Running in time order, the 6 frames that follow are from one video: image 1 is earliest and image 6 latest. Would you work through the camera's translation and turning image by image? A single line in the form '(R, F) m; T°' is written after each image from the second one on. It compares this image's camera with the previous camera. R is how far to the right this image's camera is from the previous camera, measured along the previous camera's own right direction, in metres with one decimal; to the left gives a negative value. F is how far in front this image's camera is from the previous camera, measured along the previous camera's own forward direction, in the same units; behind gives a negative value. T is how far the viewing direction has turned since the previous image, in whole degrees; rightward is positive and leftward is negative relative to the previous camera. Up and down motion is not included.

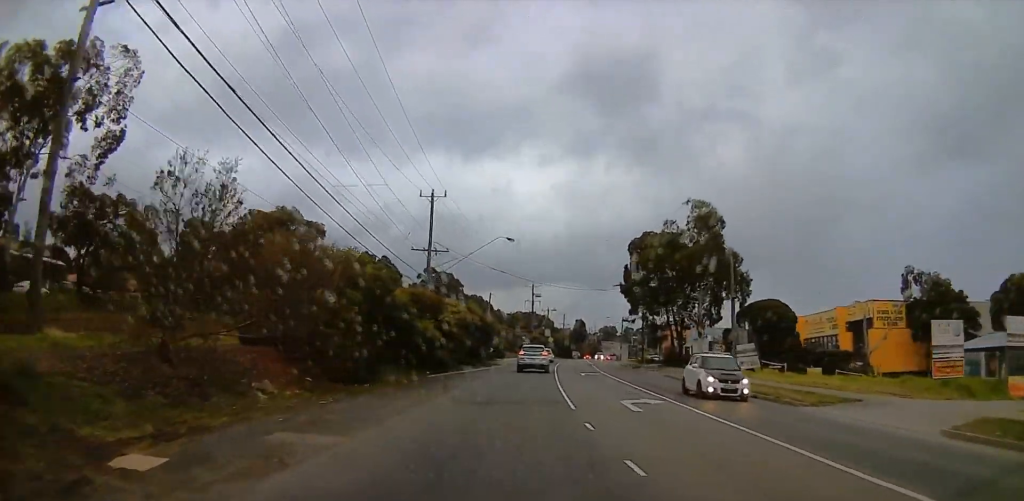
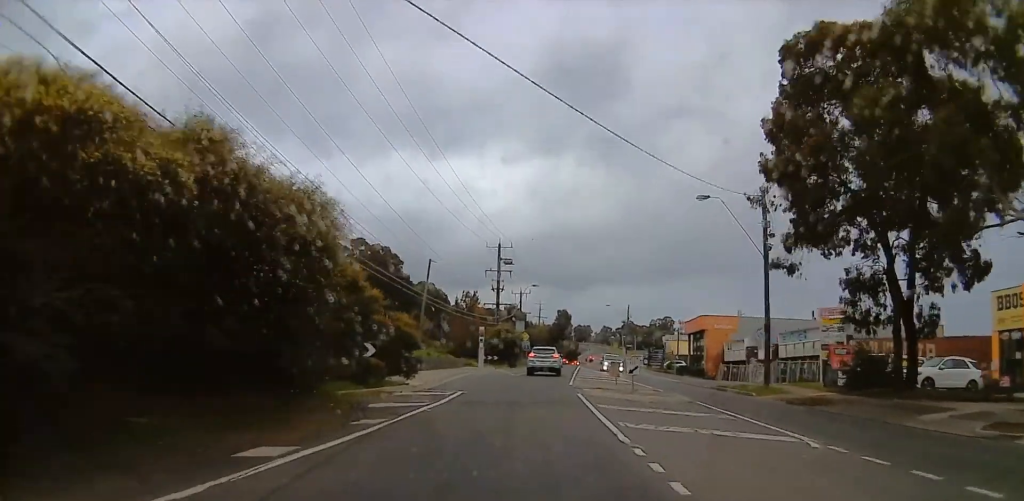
(-0.9, +41.7) m; +2°
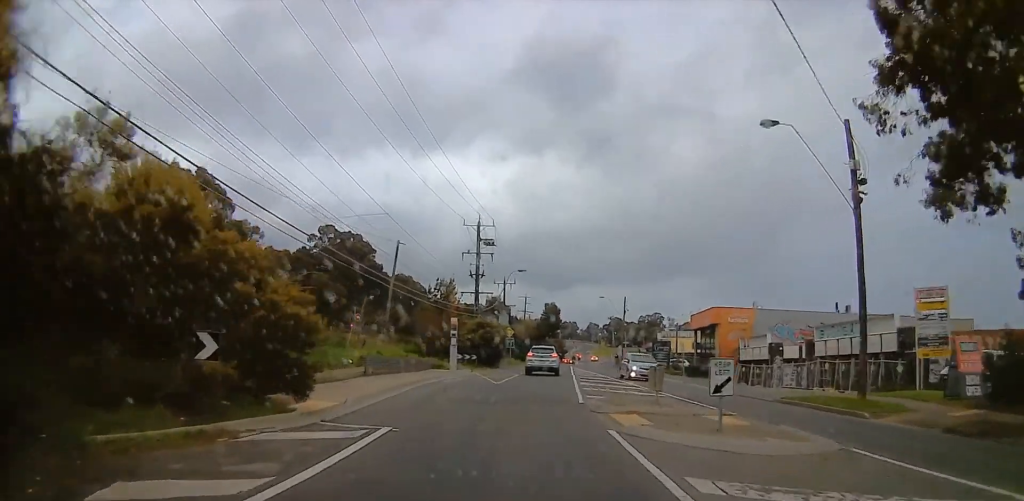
(-0.1, +10.0) m; +2°
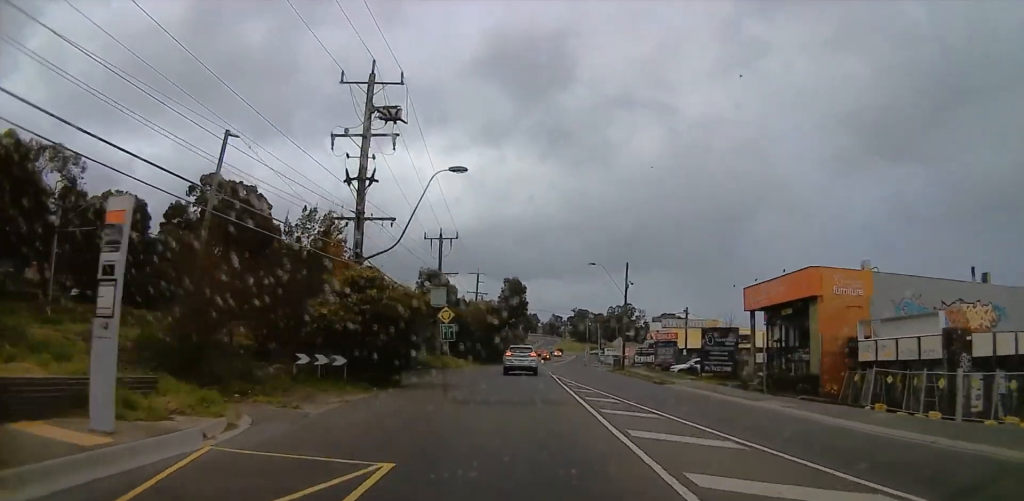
(+2.0, +29.5) m; +5°
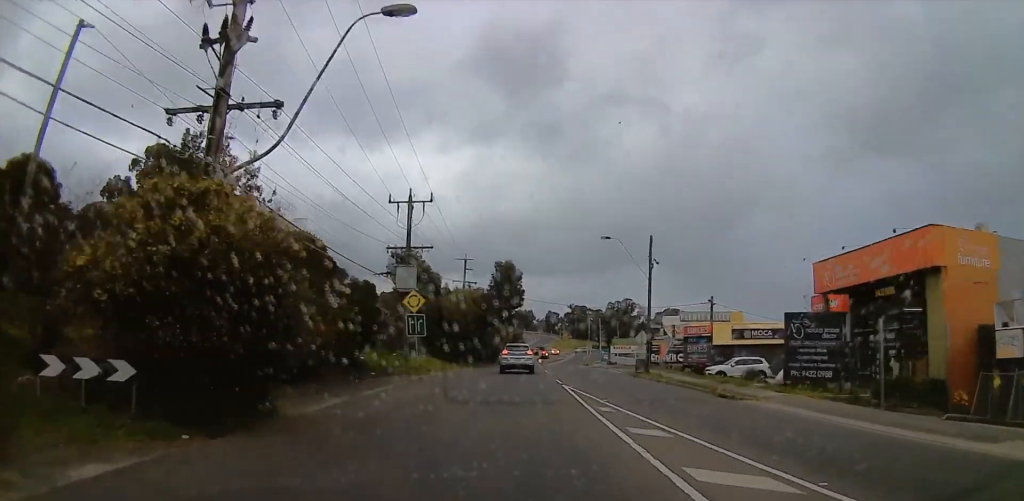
(0.0, +12.2) m; 0°
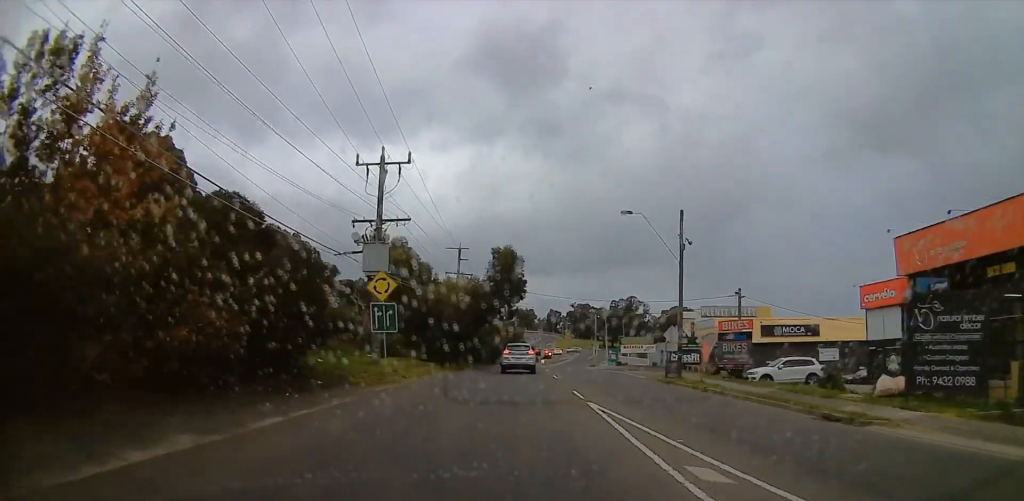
(0.0, +8.3) m; -1°
